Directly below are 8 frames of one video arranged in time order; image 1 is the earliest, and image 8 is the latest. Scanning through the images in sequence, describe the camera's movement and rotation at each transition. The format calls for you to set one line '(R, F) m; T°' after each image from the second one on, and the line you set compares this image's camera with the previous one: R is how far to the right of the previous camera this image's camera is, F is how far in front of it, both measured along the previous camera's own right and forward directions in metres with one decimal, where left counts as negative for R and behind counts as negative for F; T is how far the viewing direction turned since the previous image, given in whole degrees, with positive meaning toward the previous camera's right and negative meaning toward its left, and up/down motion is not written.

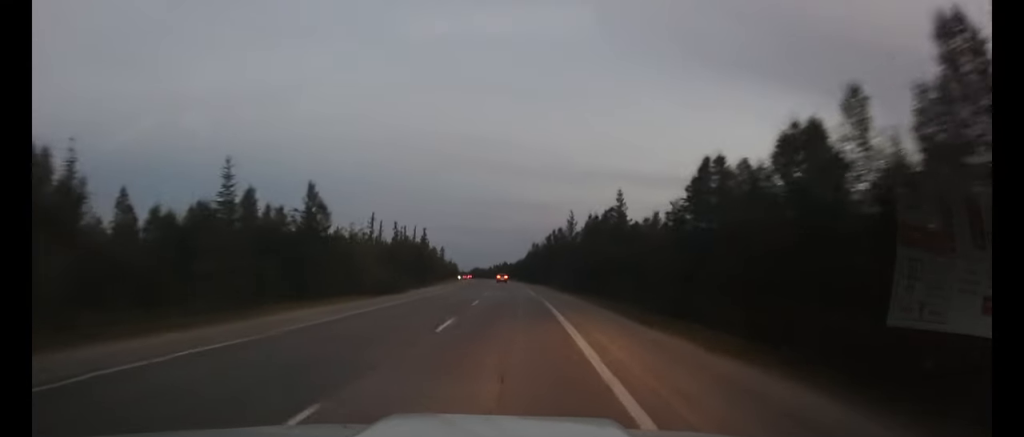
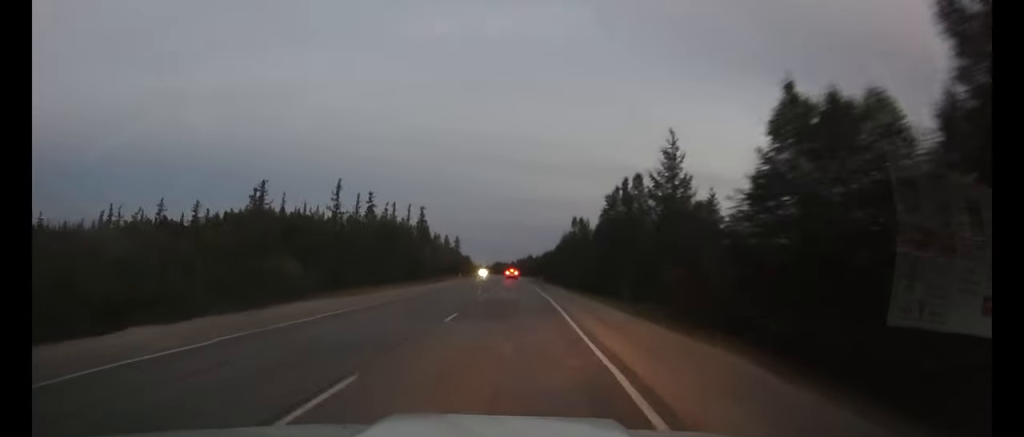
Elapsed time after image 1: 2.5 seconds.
(-0.9, +46.2) m; -2°
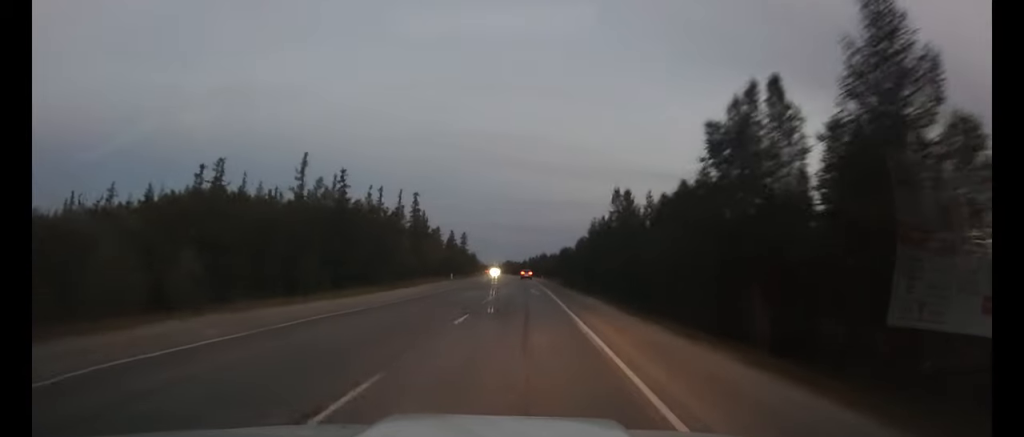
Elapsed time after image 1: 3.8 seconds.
(-0.3, +22.8) m; -2°
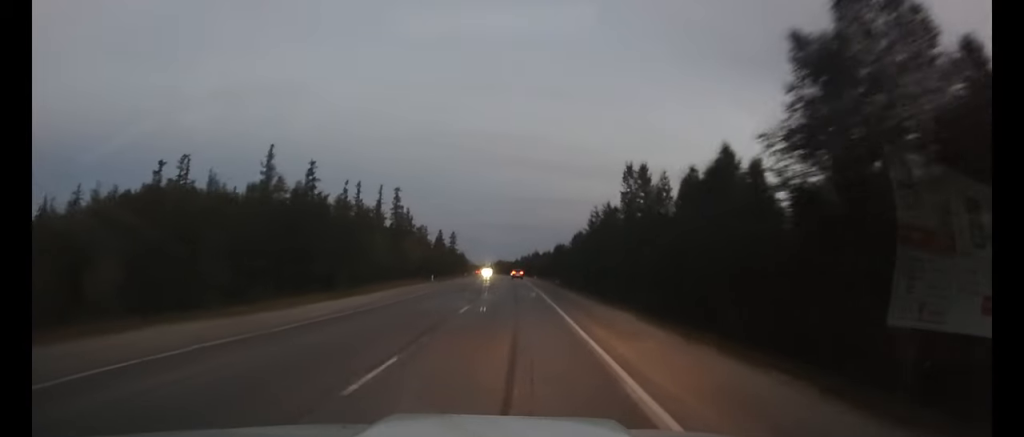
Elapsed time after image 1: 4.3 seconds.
(-0.1, +8.8) m; 0°
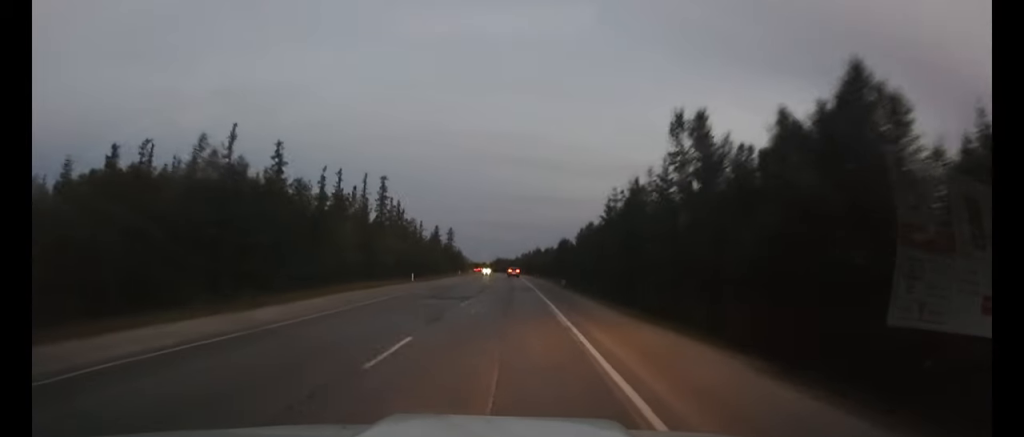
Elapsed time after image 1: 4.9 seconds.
(-0.1, +11.1) m; 0°
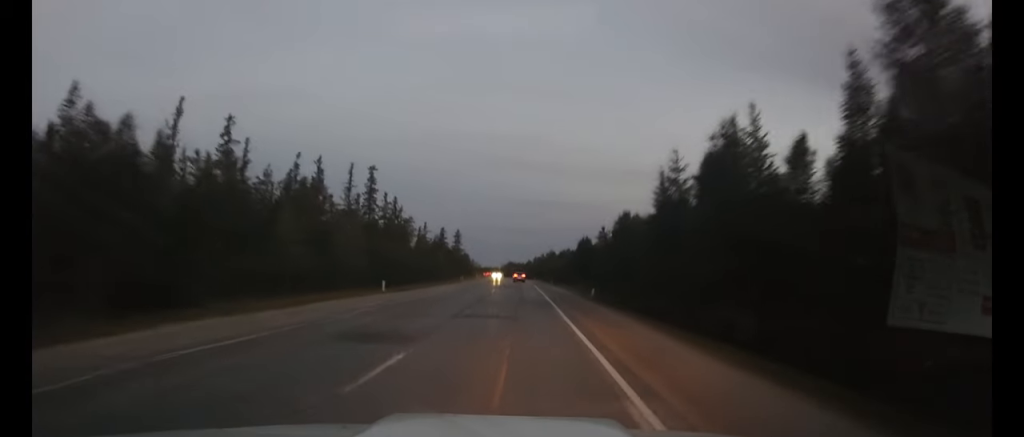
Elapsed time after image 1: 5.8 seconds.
(+0.1, +14.4) m; 0°
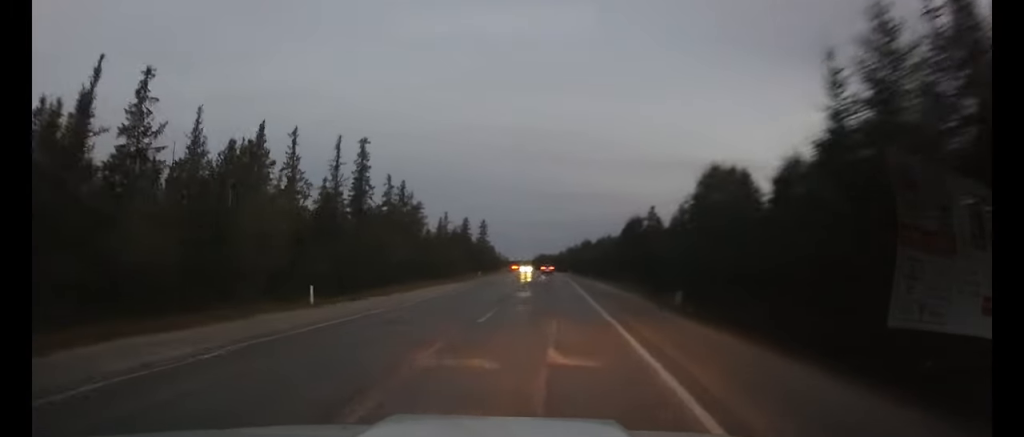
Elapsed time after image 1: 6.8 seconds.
(-0.2, +16.7) m; -2°
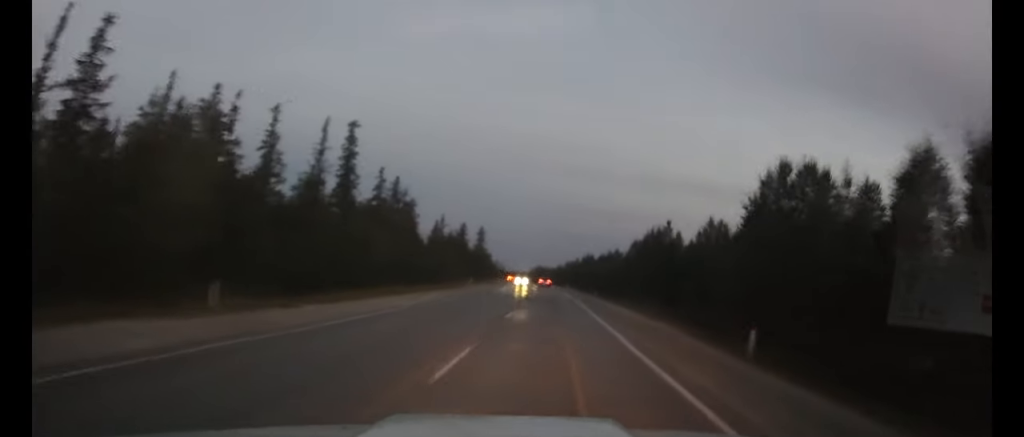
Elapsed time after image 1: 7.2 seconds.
(-0.2, +7.5) m; 0°
